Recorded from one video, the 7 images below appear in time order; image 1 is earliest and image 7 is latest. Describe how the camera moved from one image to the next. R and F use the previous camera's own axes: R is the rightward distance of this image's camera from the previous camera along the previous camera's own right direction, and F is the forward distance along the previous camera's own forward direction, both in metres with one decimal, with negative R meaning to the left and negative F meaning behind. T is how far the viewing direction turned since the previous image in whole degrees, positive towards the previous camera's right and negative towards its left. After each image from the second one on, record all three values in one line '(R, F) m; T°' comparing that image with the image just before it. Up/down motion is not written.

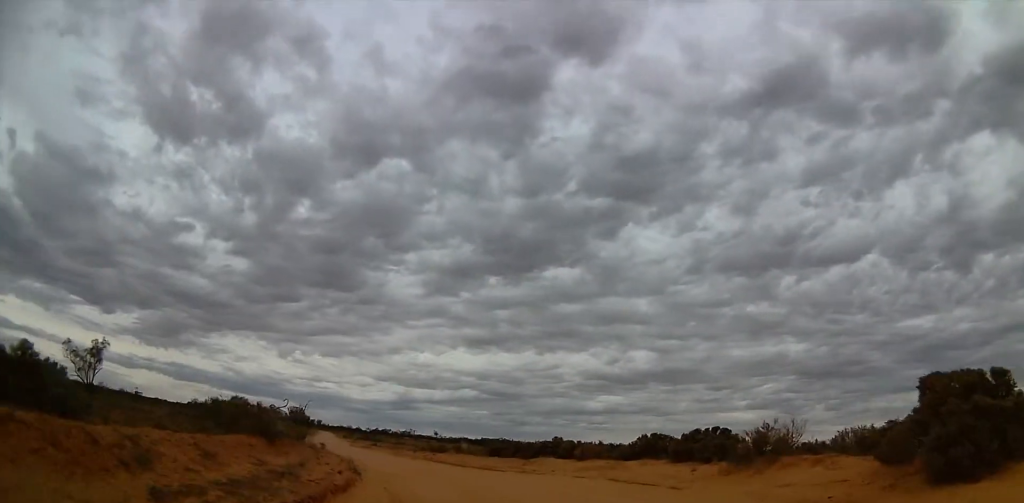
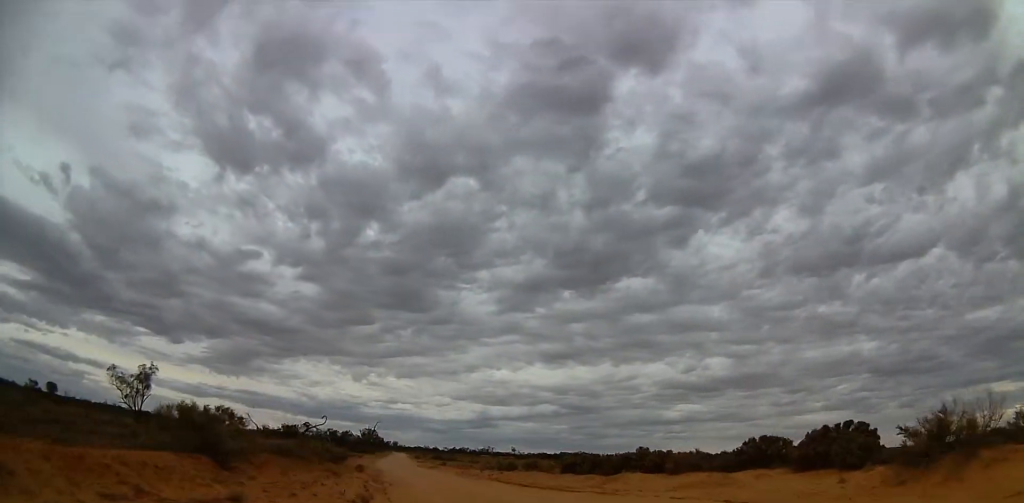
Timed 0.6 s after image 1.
(0.0, +4.9) m; -8°
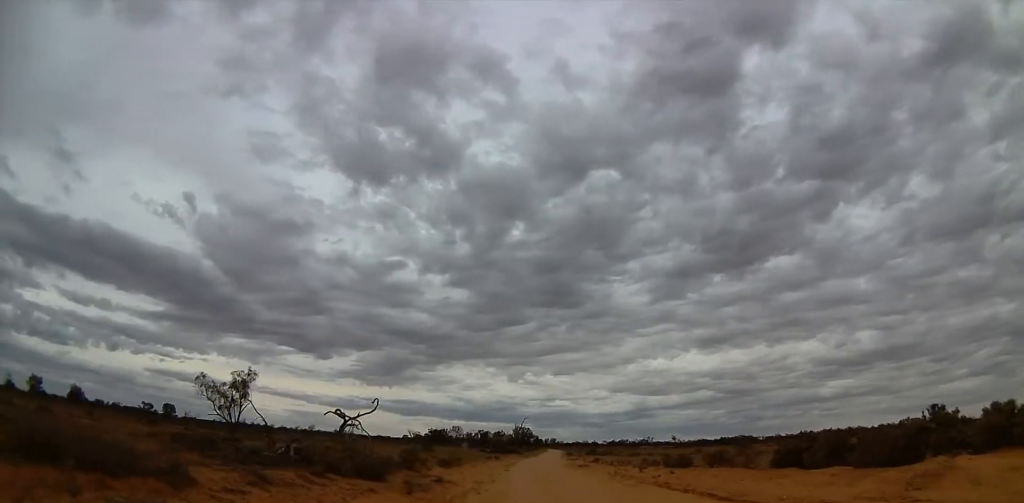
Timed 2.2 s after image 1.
(-1.9, +13.2) m; -13°
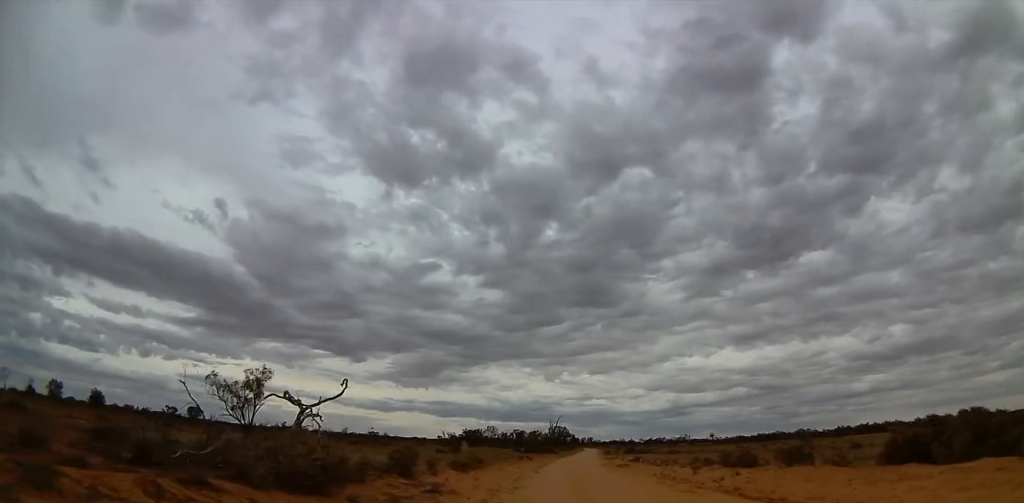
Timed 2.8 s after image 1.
(-0.2, +5.5) m; -5°
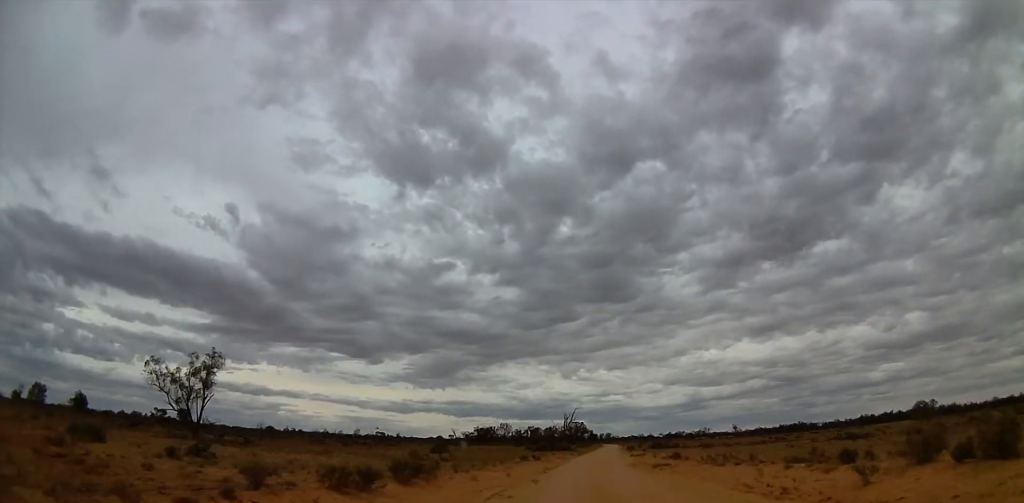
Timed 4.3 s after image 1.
(-1.4, +14.9) m; -6°
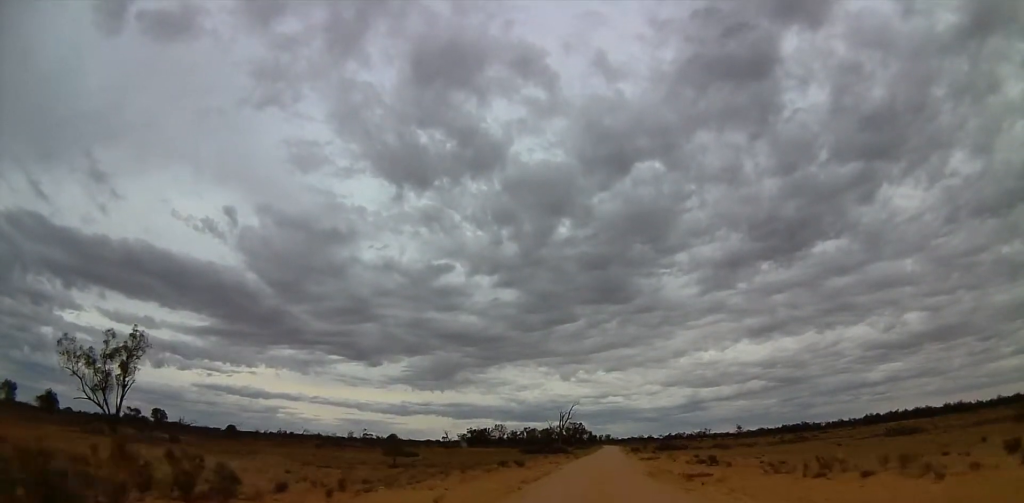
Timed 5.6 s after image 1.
(0.0, +12.4) m; -1°
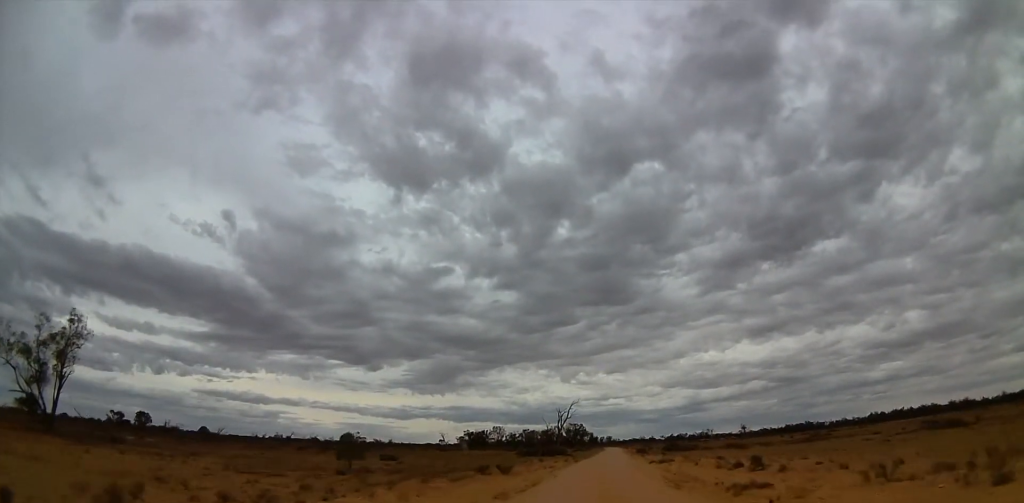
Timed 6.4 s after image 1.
(+0.1, +7.6) m; -5°
